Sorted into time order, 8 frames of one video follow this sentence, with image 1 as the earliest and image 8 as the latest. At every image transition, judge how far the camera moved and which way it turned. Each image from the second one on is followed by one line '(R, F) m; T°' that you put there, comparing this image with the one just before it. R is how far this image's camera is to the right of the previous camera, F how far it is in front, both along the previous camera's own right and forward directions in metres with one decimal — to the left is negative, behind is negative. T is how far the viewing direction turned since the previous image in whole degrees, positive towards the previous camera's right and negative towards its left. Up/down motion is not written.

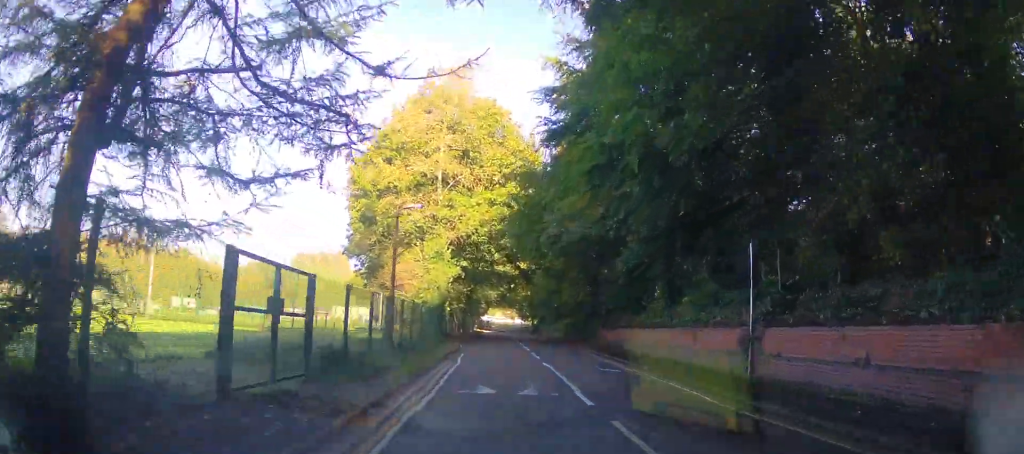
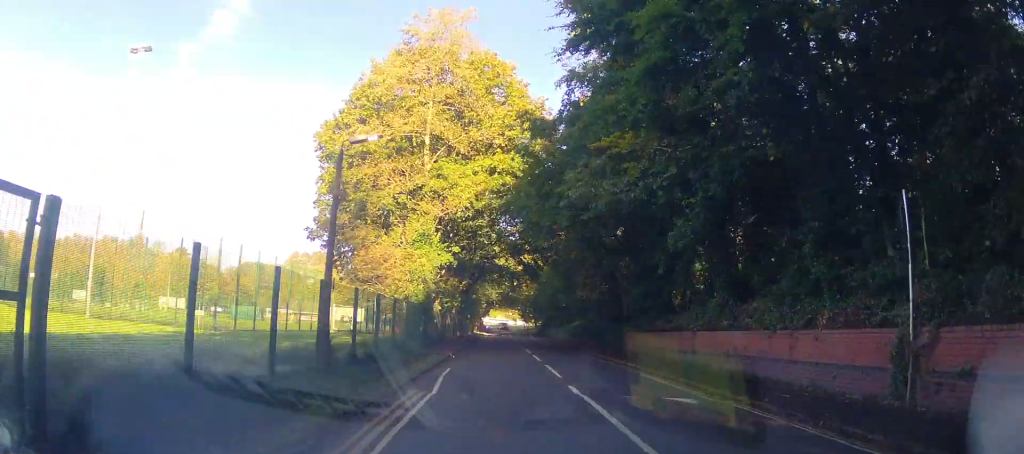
(-0.5, +6.8) m; -5°
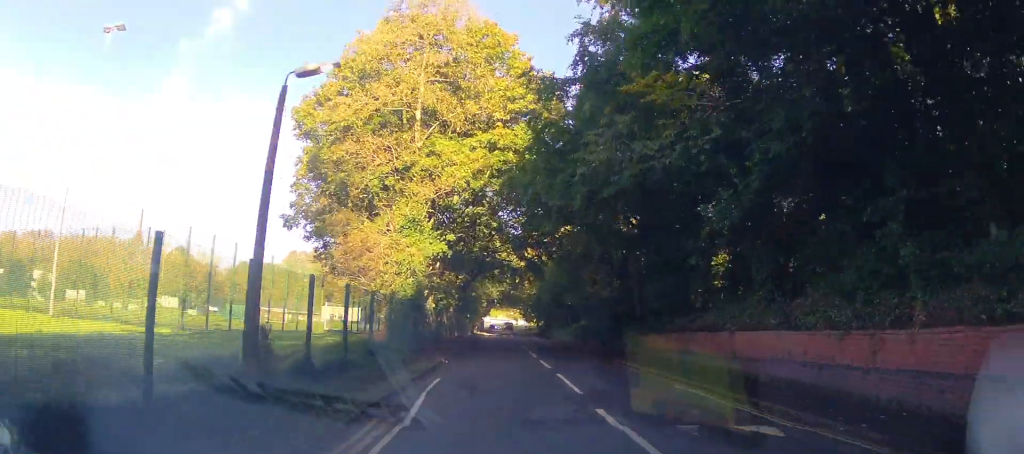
(0.0, +3.3) m; +1°
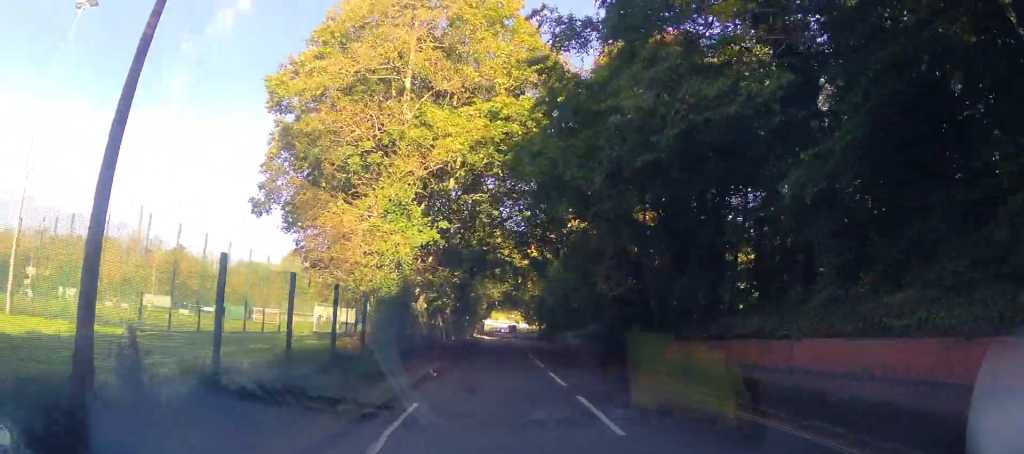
(-0.1, +3.5) m; +2°
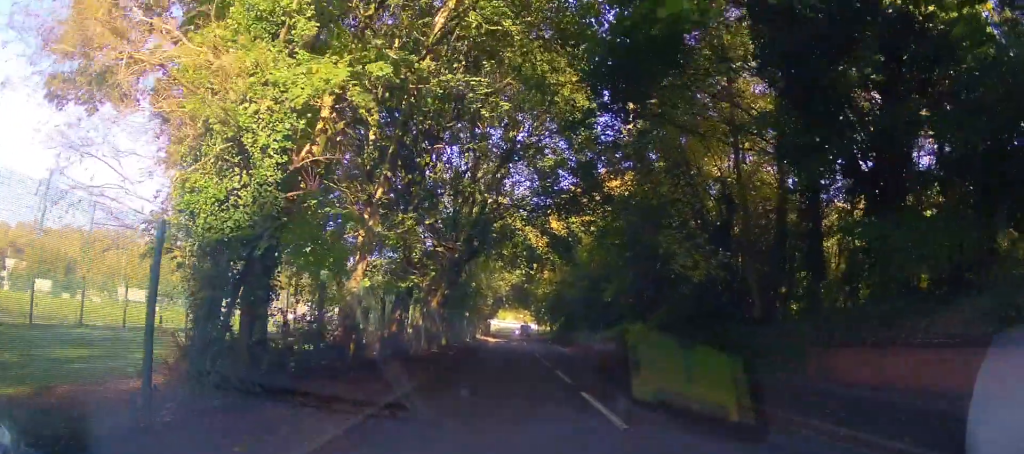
(+0.7, +11.3) m; +3°
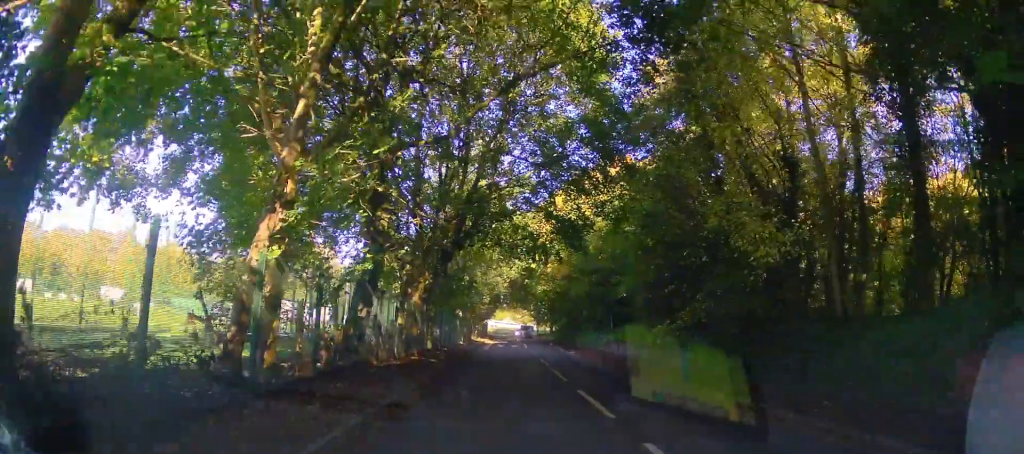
(0.0, +4.5) m; -1°
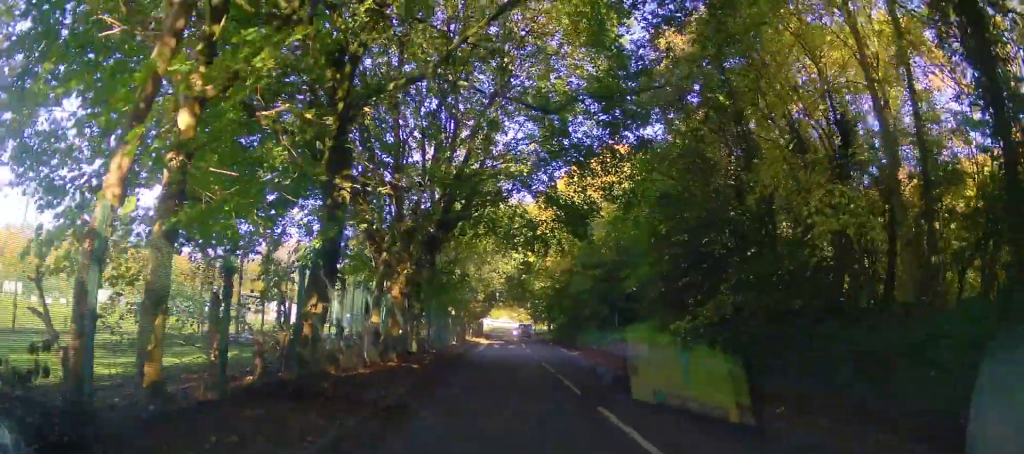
(0.0, +2.7) m; 0°
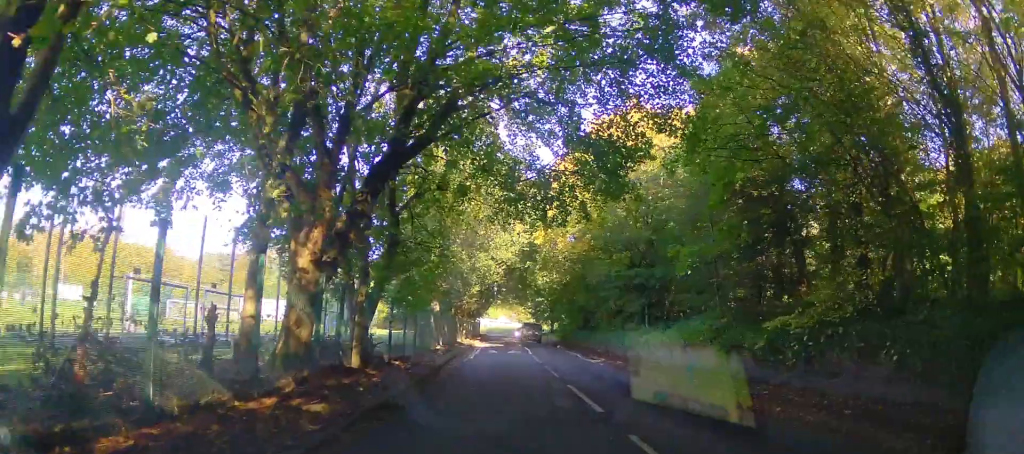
(0.0, +7.2) m; +1°
